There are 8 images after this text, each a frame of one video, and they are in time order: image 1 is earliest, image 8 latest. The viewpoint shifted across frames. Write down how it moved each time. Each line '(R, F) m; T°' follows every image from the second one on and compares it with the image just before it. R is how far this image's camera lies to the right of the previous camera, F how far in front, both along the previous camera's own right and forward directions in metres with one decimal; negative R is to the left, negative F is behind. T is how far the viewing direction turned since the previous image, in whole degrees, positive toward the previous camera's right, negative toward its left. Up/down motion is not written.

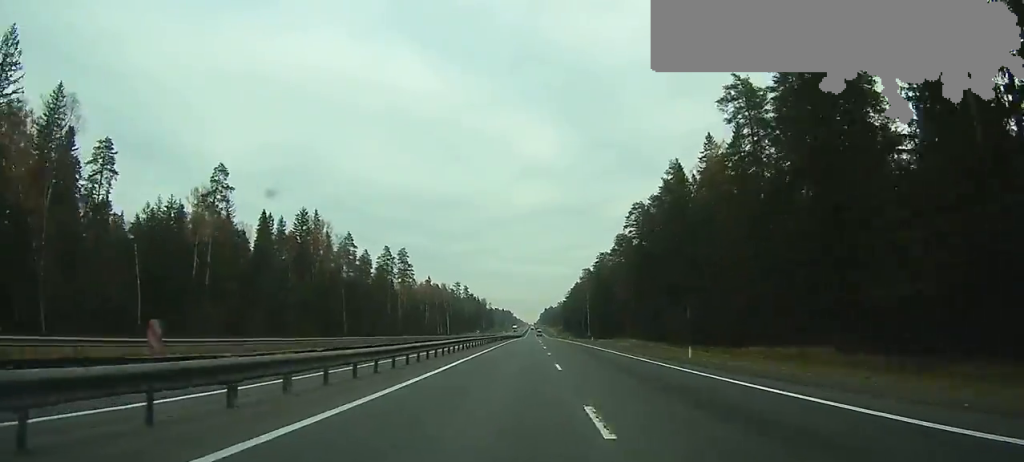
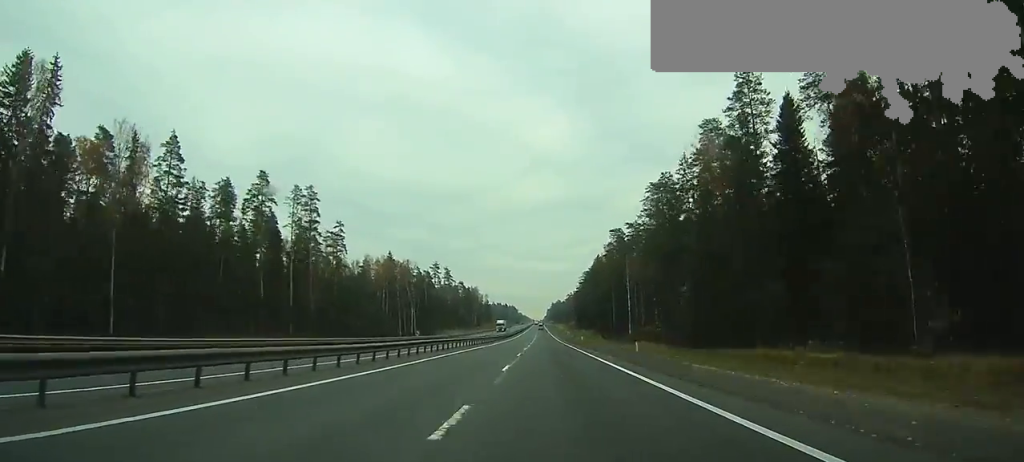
(-0.2, +94.7) m; 0°
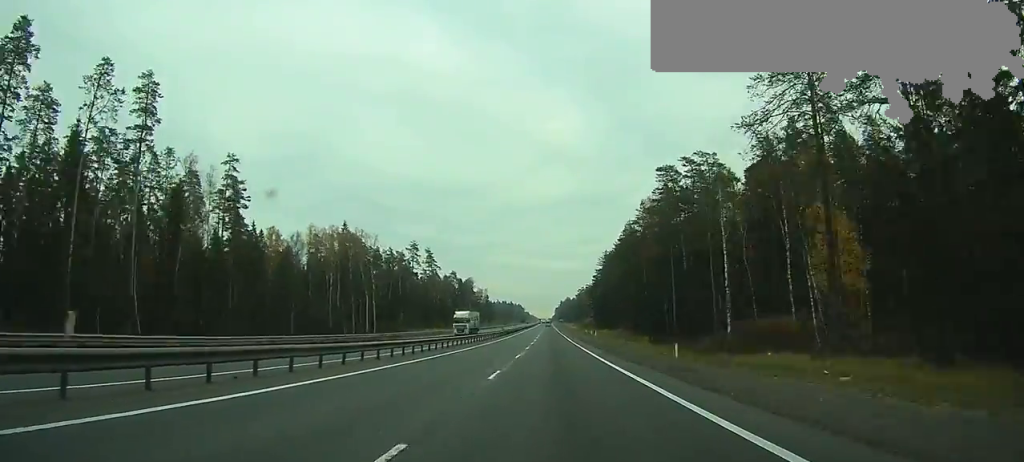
(-0.2, +60.3) m; 0°
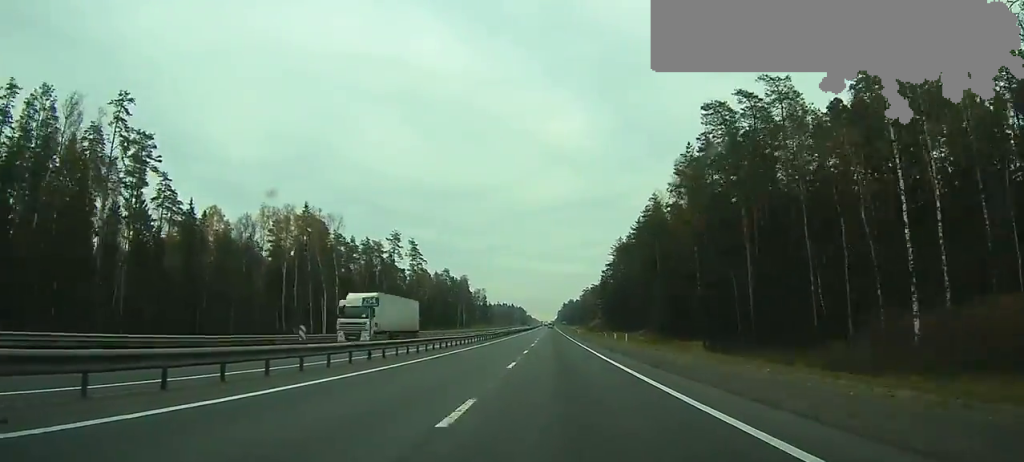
(0.0, +29.6) m; 0°
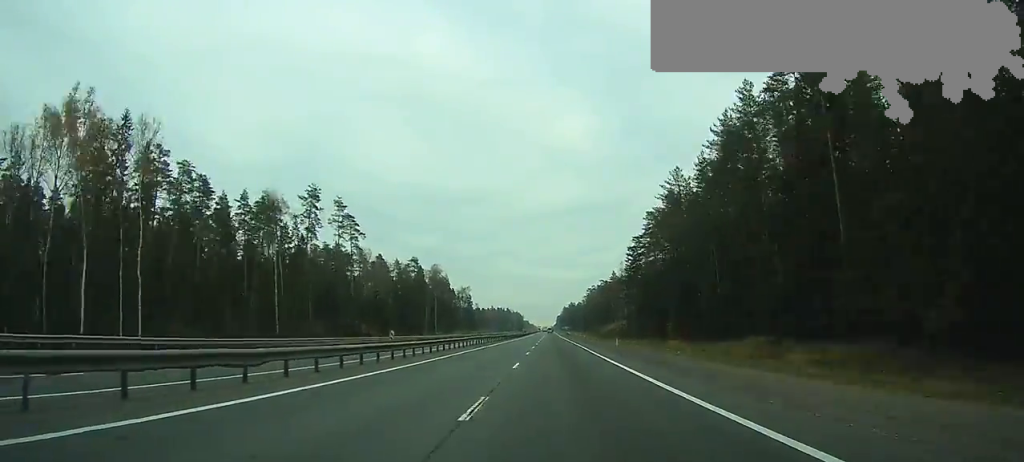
(-0.2, +65.1) m; 0°
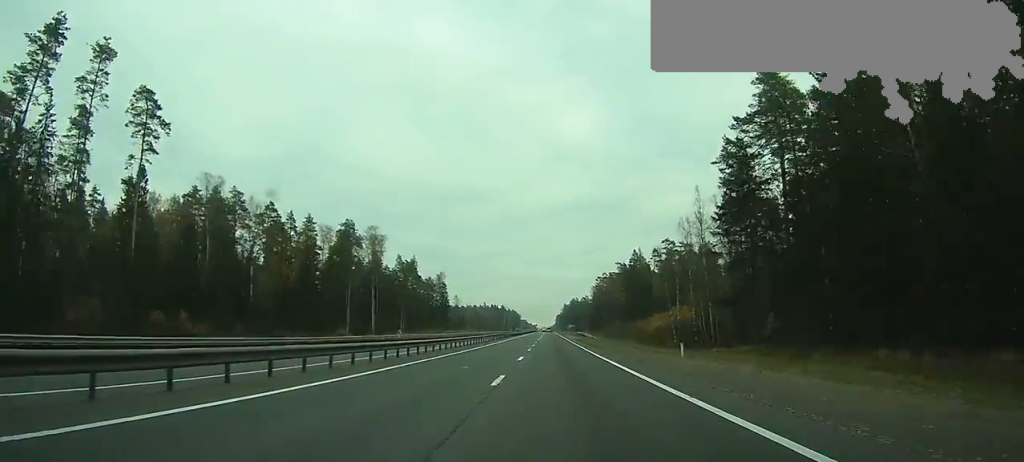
(0.0, +77.6) m; 0°
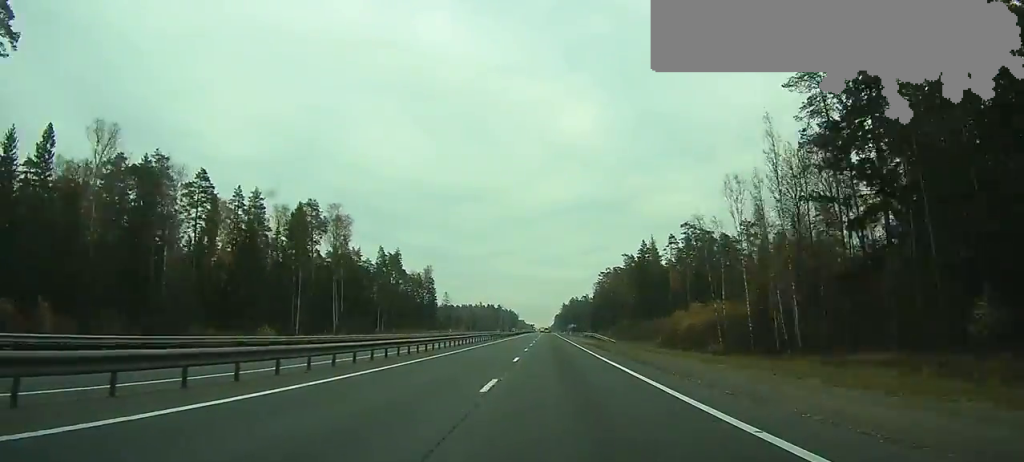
(0.0, +26.6) m; 0°
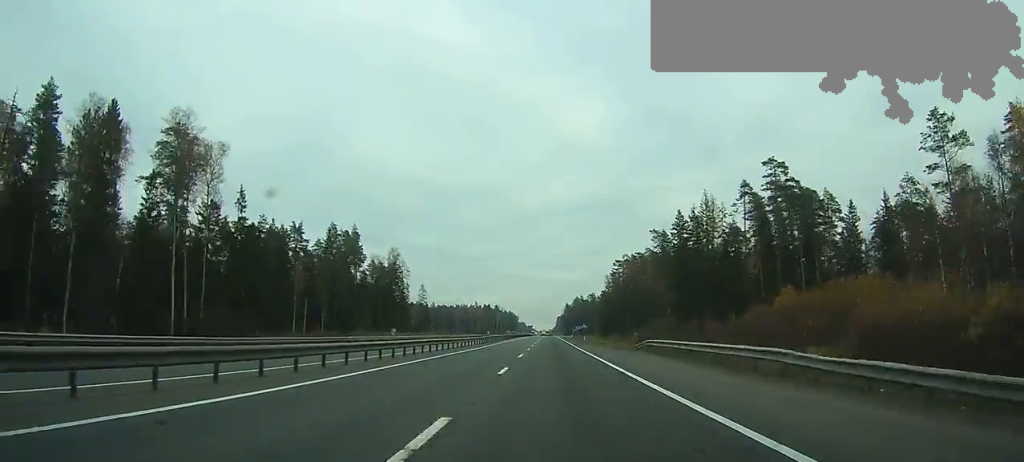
(0.0, +59.0) m; 0°
